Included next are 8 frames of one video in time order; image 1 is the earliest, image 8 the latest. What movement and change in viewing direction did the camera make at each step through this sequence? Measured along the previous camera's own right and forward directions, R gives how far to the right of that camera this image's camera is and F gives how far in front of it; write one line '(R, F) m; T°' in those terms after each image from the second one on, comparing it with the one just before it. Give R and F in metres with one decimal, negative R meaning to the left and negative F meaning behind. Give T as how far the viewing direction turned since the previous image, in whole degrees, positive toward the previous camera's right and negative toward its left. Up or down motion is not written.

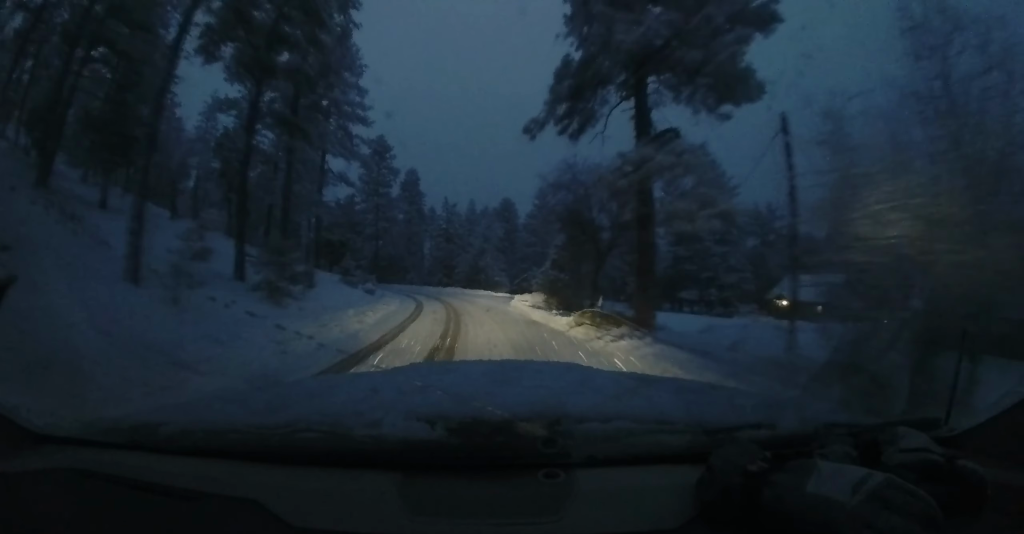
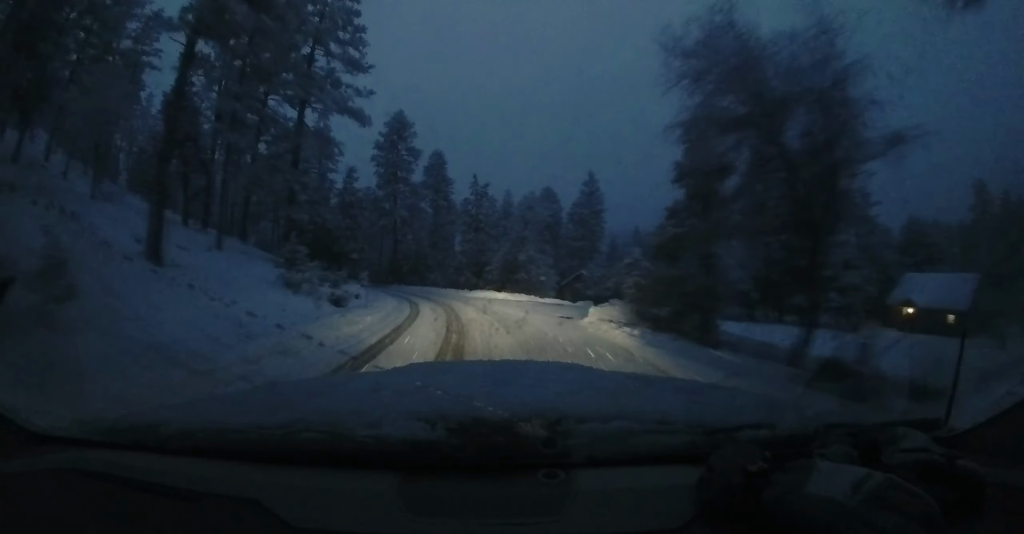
(+0.4, +12.5) m; -3°
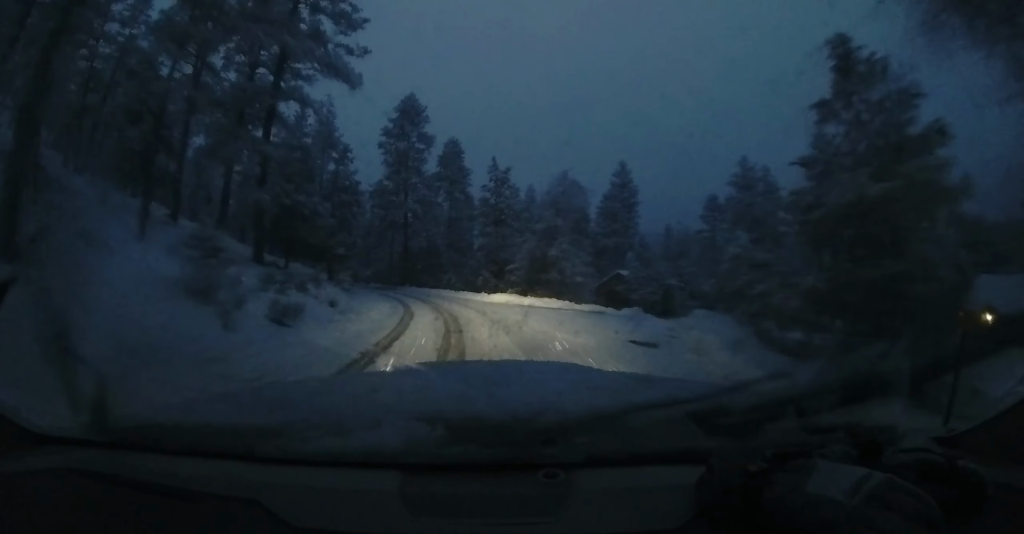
(-0.5, +6.7) m; -7°
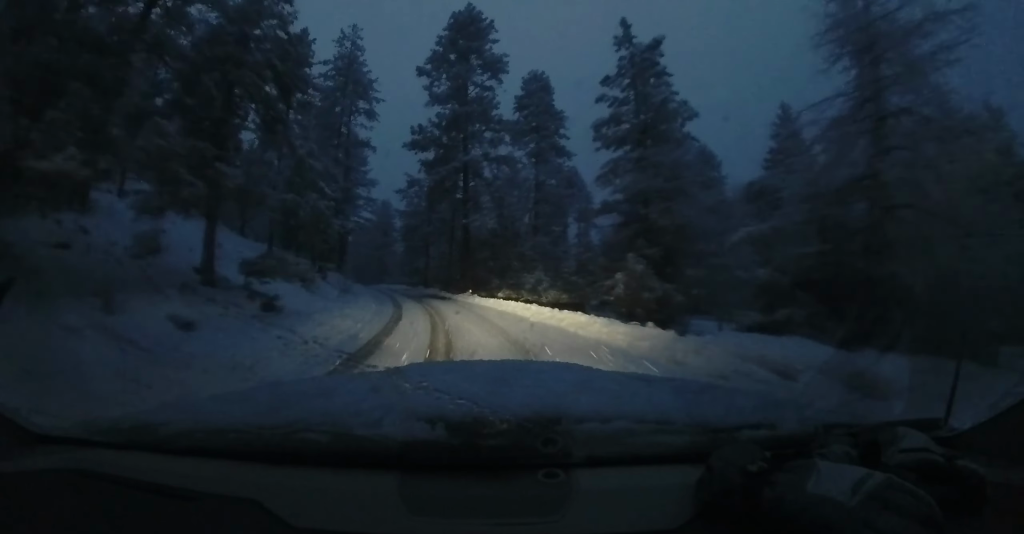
(-4.8, +20.2) m; -23°
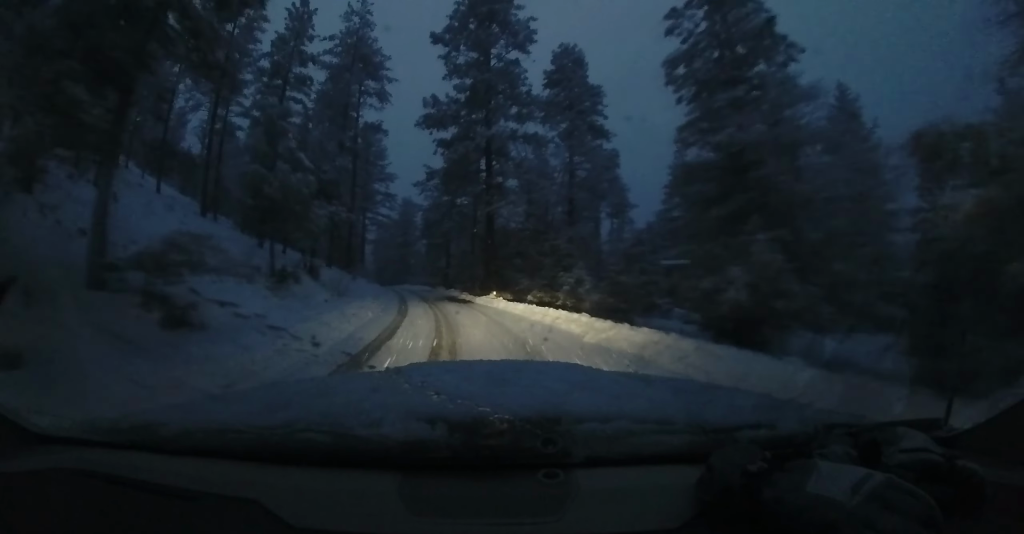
(-0.2, +5.2) m; -2°
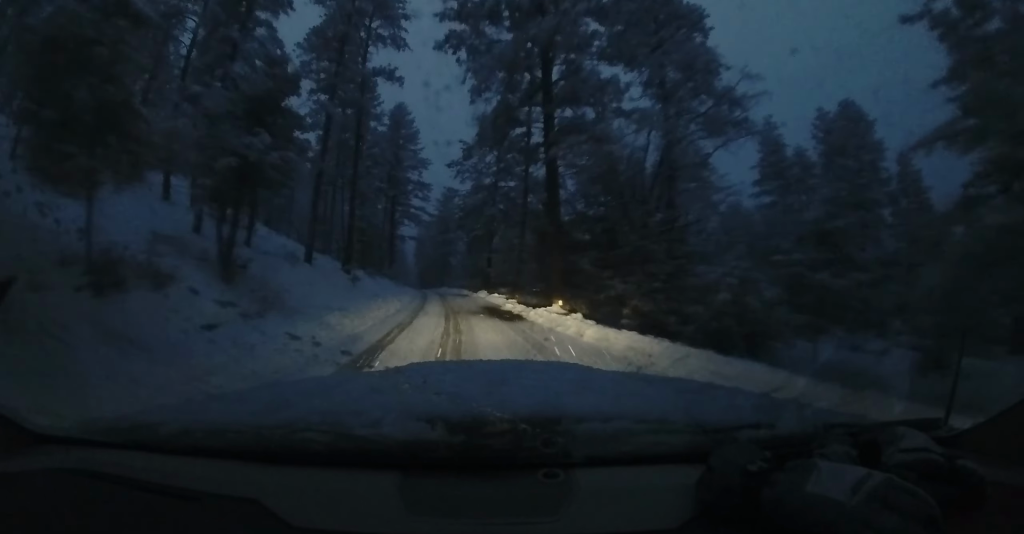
(0.0, +10.8) m; -2°
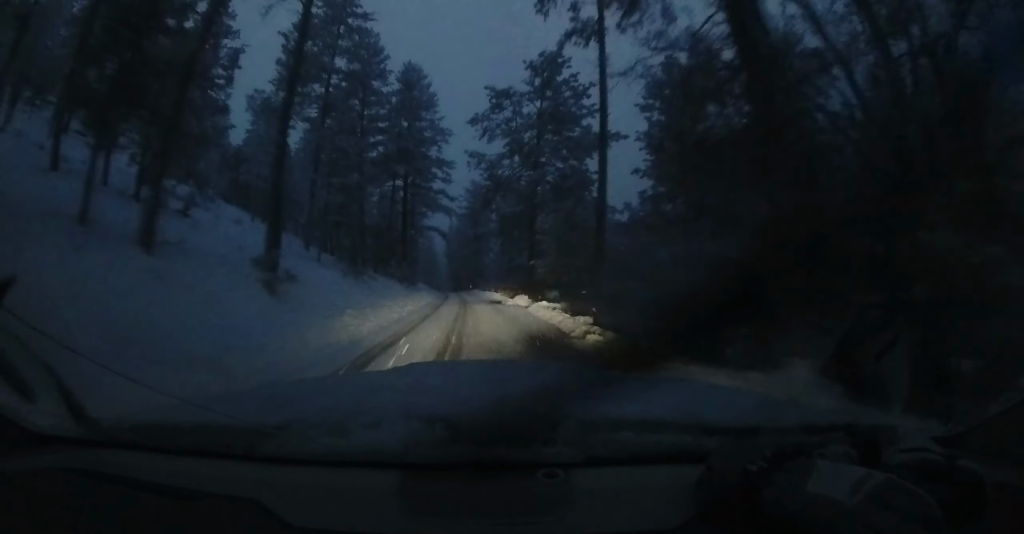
(-0.6, +12.0) m; -6°
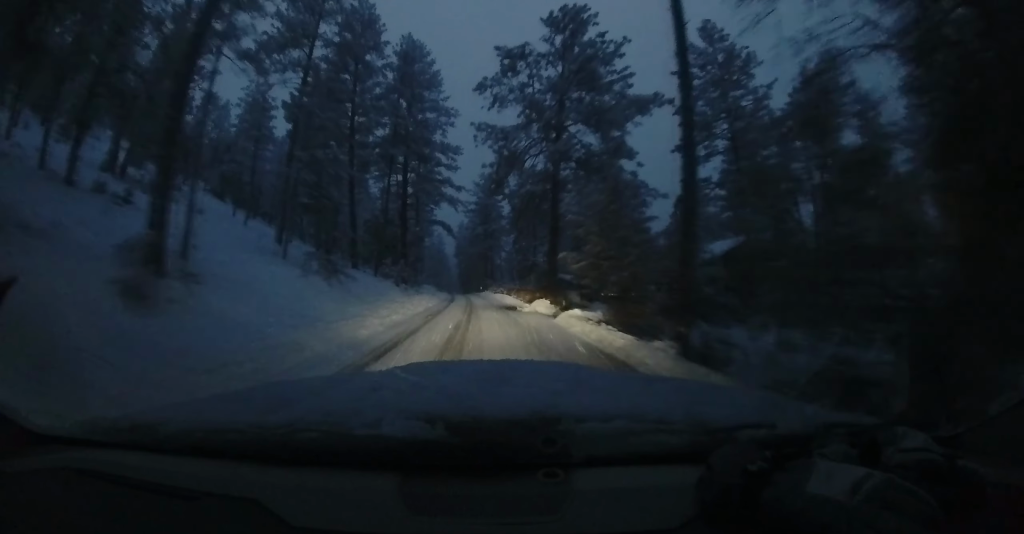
(-0.1, +5.4) m; -2°
